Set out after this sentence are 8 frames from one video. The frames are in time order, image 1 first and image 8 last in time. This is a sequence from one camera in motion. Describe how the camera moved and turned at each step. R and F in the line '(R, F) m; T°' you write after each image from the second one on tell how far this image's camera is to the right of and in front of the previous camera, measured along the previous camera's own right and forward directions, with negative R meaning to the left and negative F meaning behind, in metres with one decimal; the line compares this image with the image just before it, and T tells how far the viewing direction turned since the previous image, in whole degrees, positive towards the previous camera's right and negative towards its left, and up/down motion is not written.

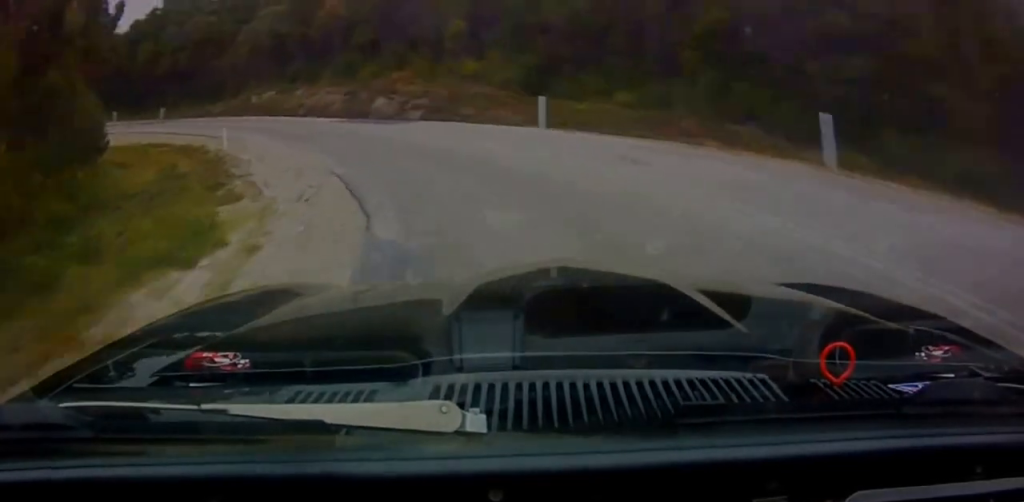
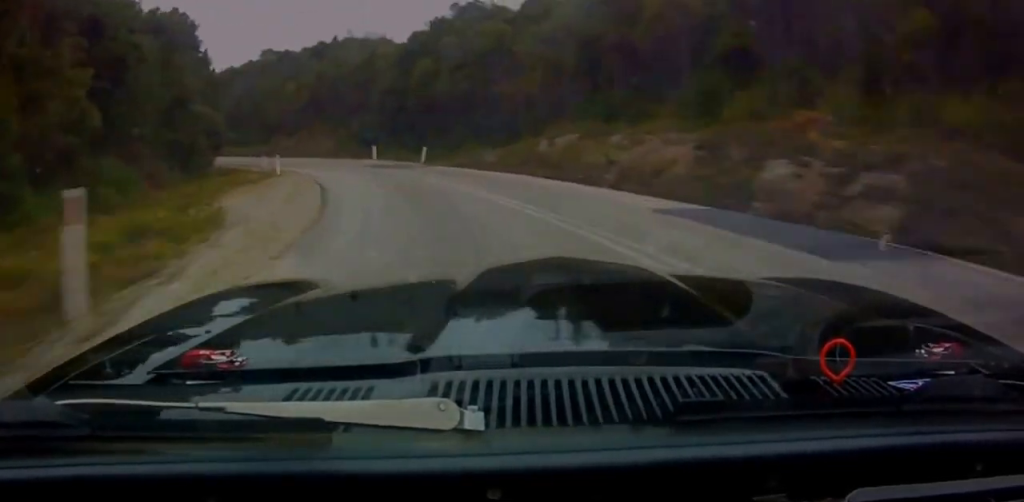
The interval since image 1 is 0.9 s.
(-5.4, +17.0) m; -29°
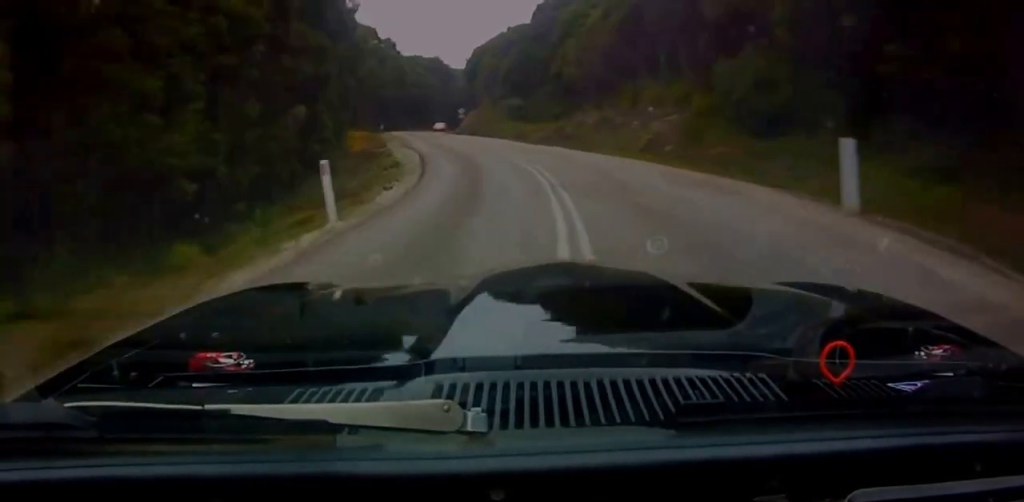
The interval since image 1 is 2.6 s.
(-10.7, +35.8) m; -28°
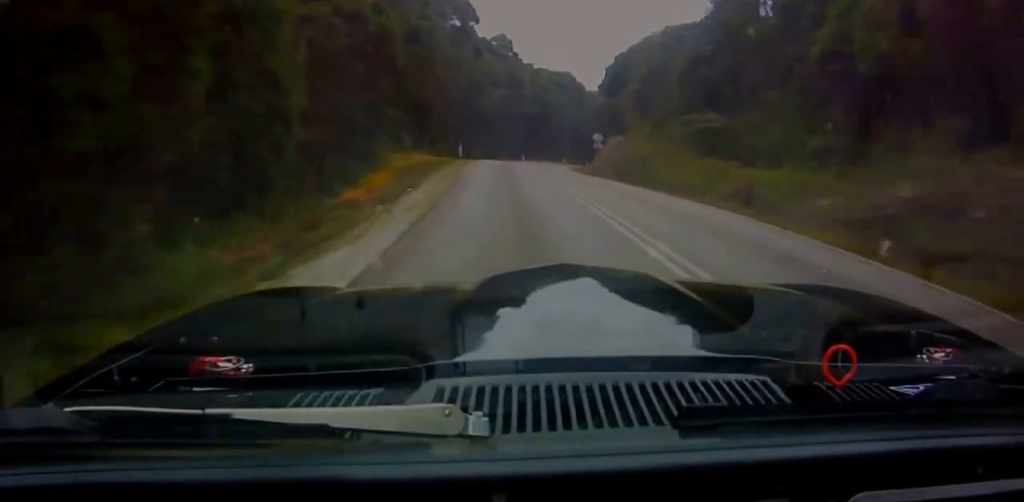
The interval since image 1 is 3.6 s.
(-2.9, +31.4) m; -6°
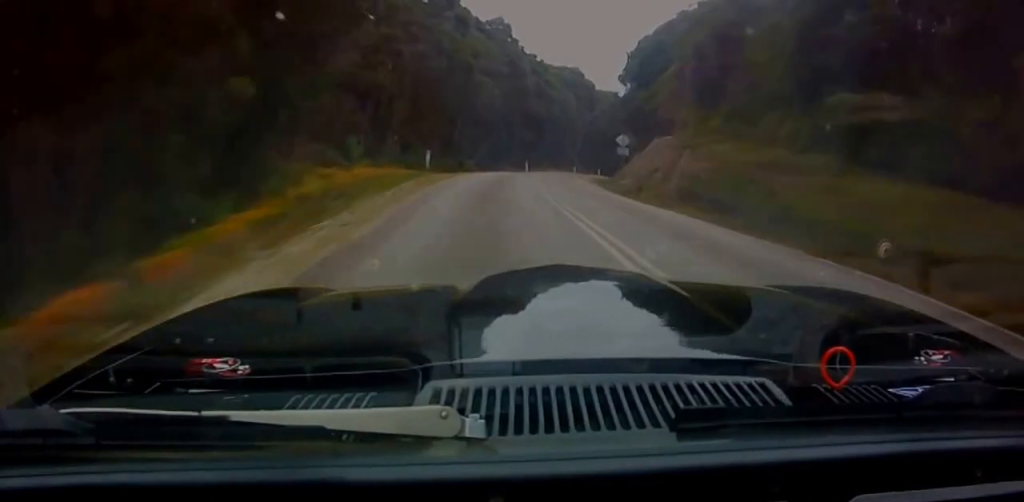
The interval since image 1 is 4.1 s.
(-0.1, +16.6) m; 0°
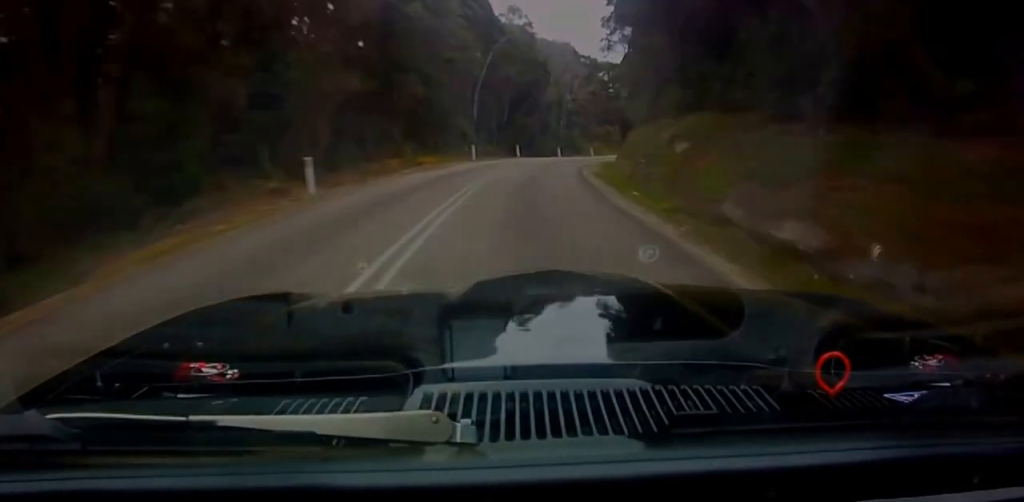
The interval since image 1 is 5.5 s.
(+1.8, +52.6) m; +6°
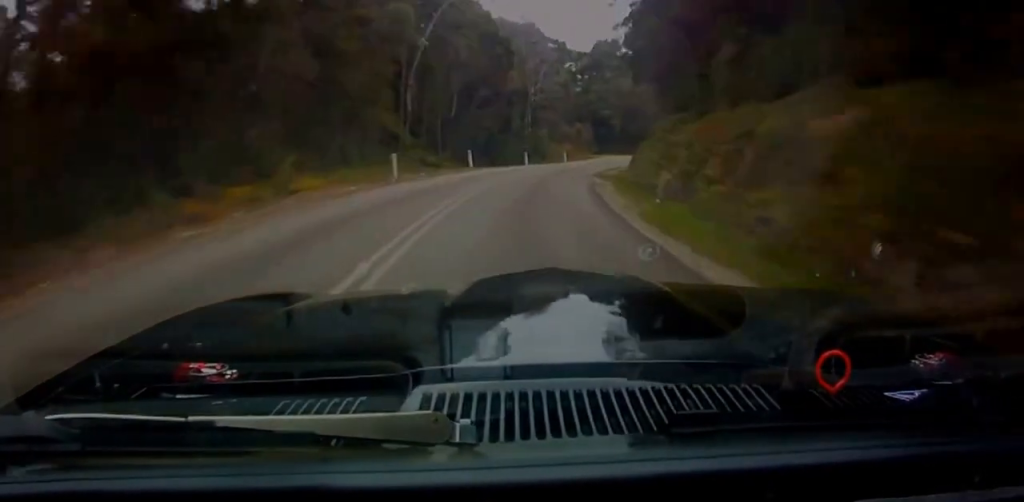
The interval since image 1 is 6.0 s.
(+0.4, +19.1) m; +3°
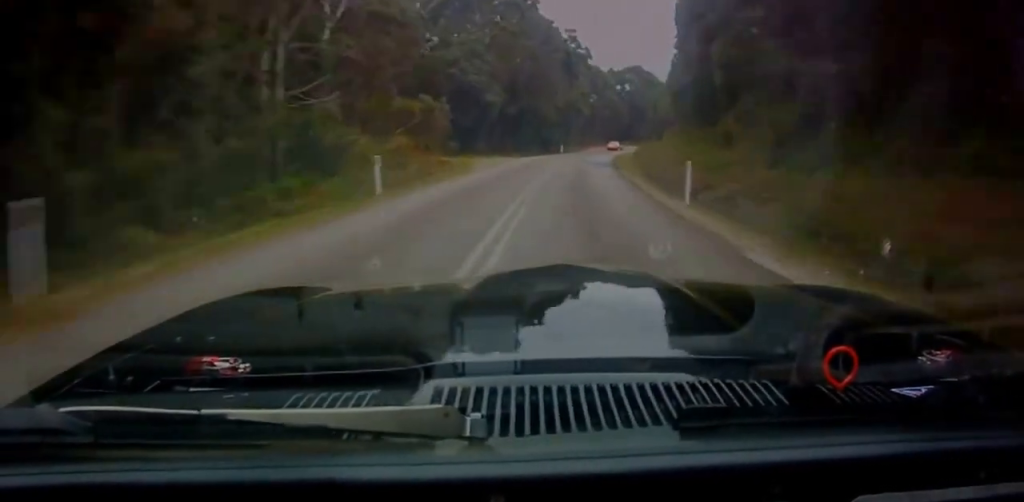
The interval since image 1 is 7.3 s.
(+4.7, +50.7) m; +11°
